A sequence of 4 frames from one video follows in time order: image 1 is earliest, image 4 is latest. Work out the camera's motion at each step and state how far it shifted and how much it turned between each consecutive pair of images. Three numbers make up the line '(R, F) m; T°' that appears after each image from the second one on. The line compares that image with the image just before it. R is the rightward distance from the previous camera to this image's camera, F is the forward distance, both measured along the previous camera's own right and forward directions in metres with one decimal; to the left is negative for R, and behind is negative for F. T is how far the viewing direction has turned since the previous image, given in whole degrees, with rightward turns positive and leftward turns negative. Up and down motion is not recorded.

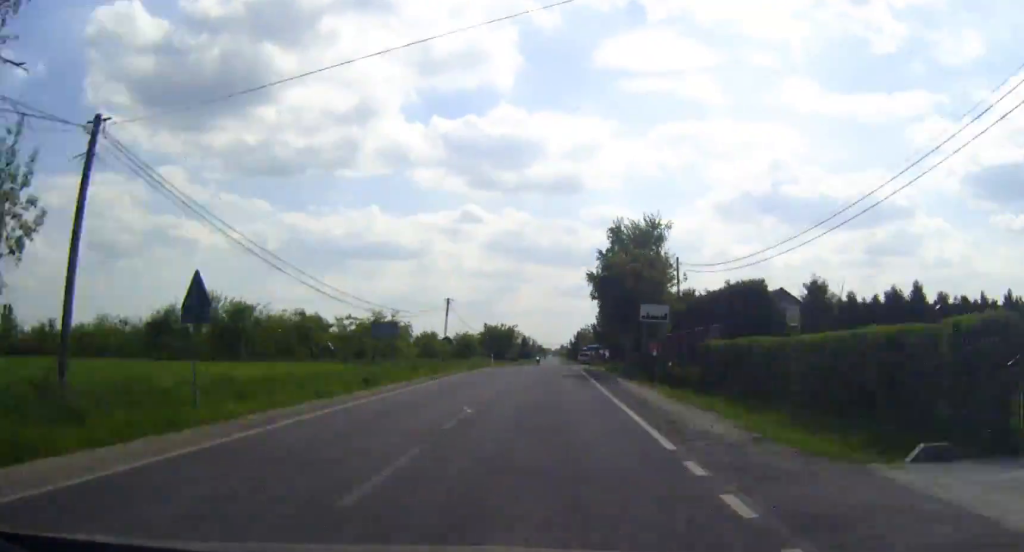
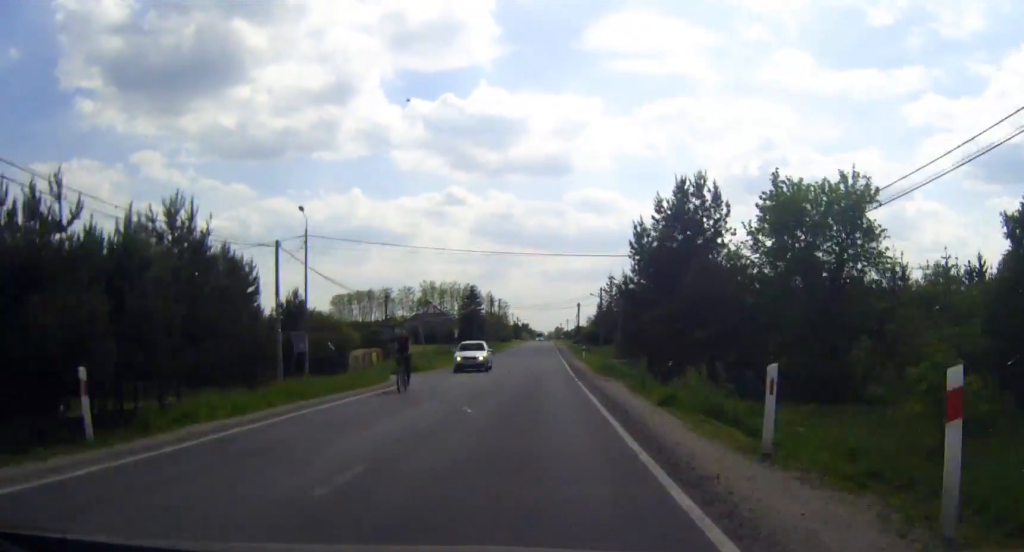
(+0.7, +209.9) m; 0°
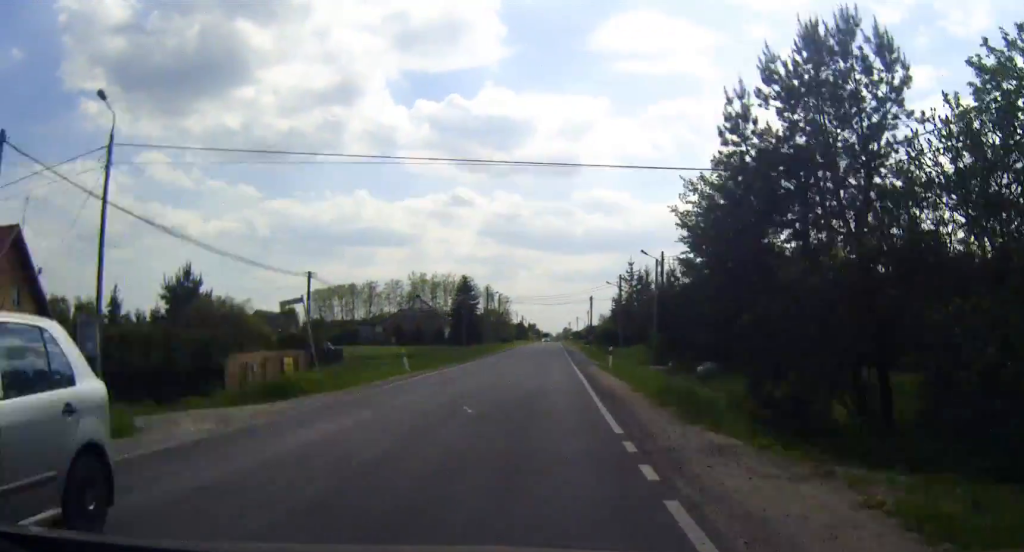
(-0.1, +22.1) m; 0°
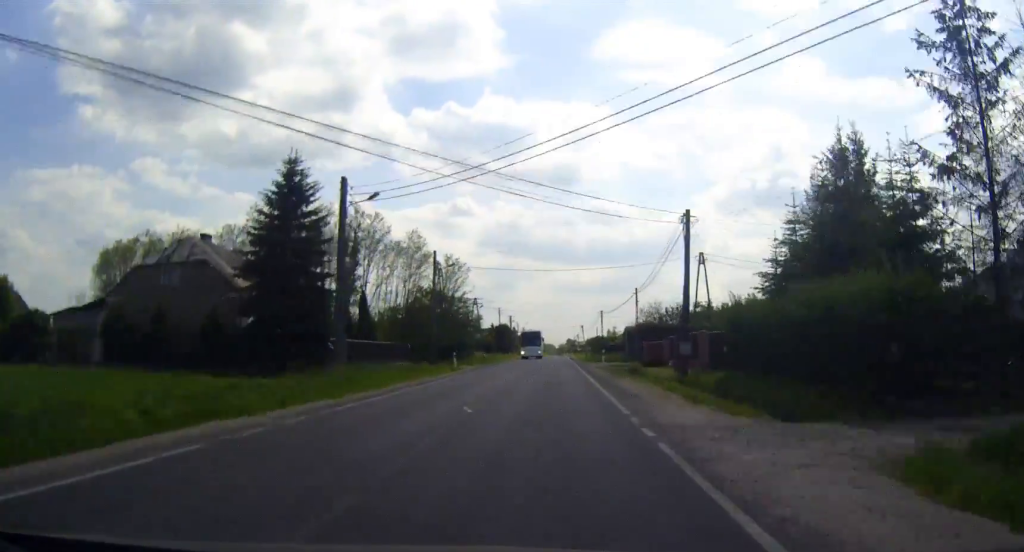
(-0.1, +84.1) m; 0°
